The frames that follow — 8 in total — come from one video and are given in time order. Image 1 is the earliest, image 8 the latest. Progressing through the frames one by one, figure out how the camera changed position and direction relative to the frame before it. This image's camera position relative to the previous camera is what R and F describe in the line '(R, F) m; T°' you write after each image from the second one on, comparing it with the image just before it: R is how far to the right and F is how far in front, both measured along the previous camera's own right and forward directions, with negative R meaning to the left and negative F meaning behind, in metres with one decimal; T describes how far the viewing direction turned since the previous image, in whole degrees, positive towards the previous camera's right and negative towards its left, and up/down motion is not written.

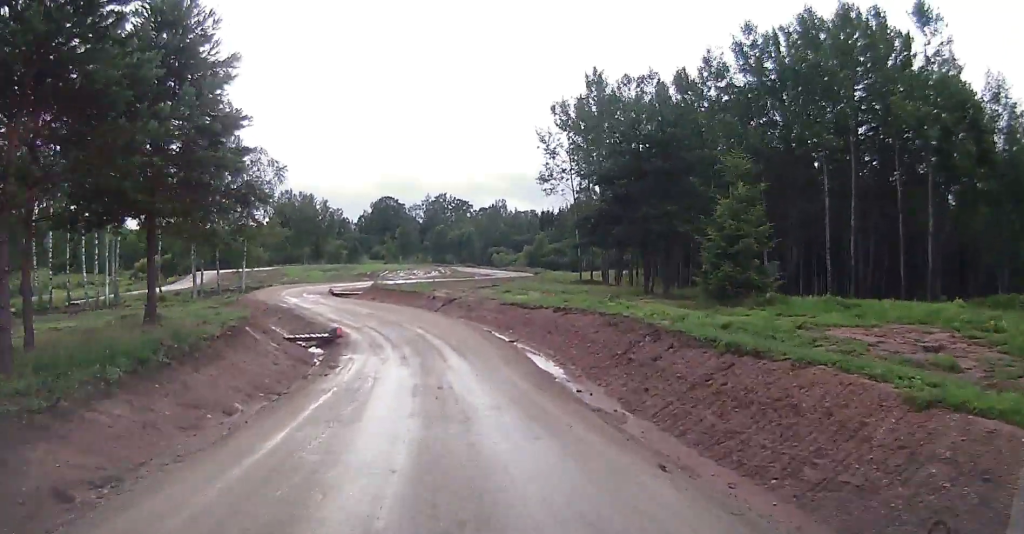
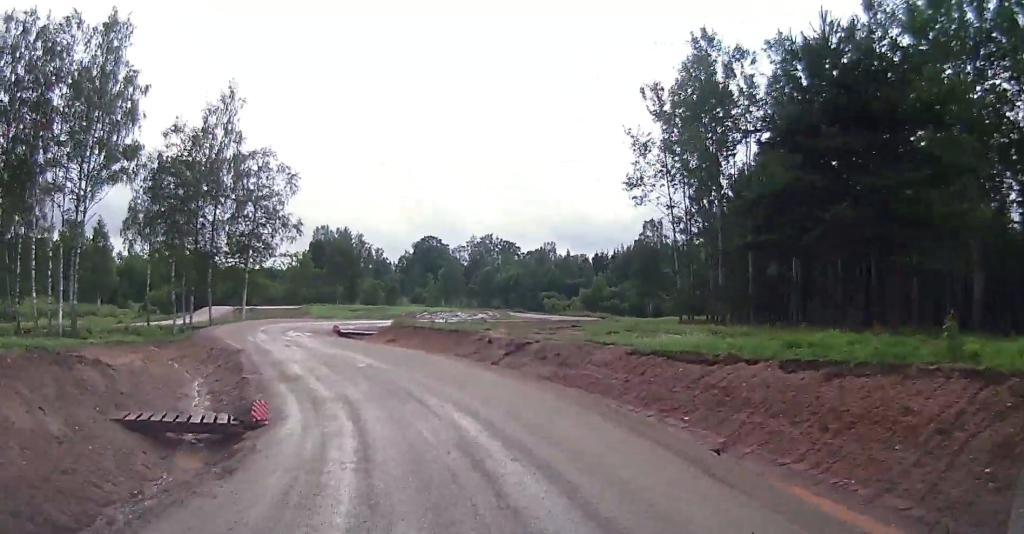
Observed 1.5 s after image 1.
(-0.7, +15.7) m; -4°
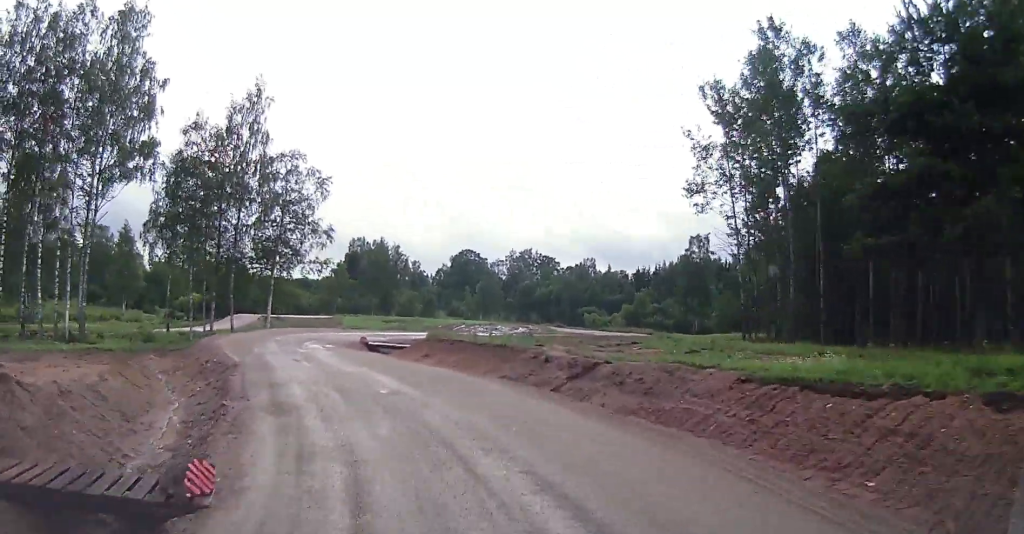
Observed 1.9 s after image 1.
(+0.1, +4.4) m; -1°
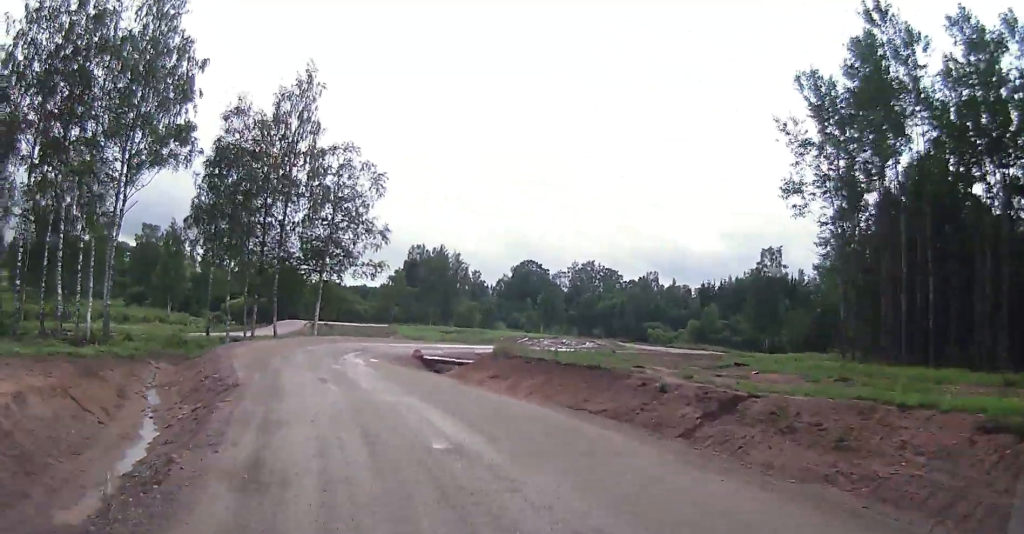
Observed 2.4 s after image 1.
(-0.1, +4.6) m; -3°
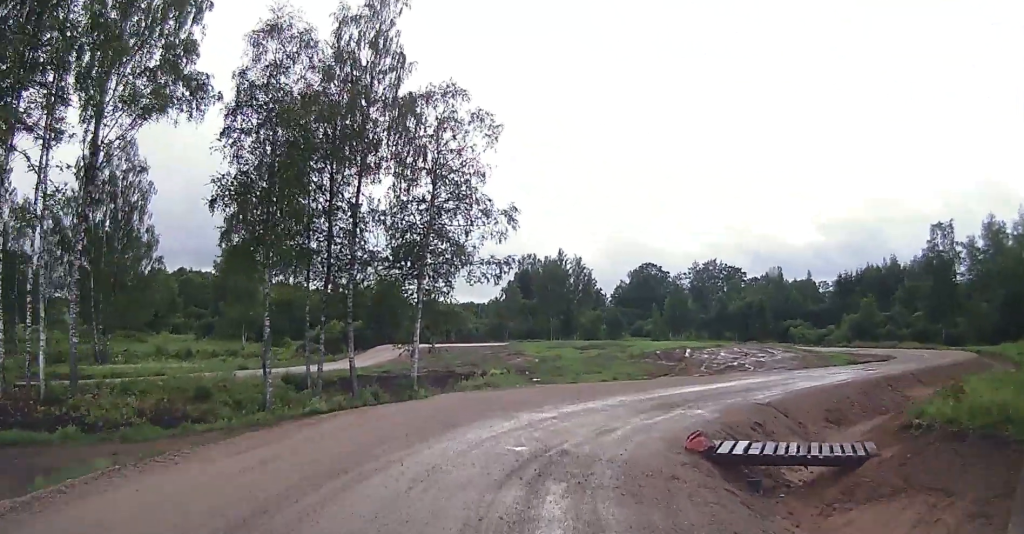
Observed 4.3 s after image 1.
(-2.2, +18.5) m; -5°
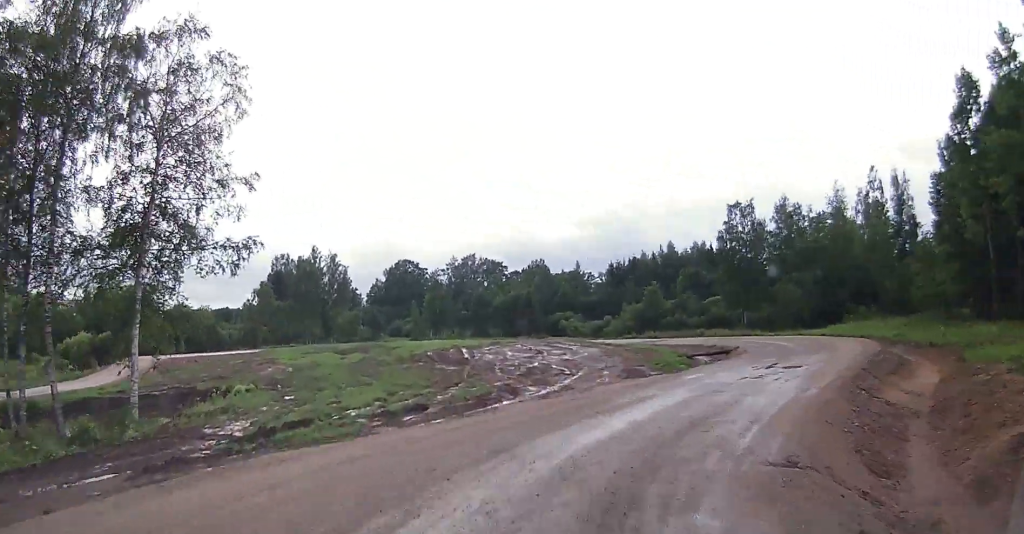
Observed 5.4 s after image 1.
(+1.1, +9.0) m; +18°
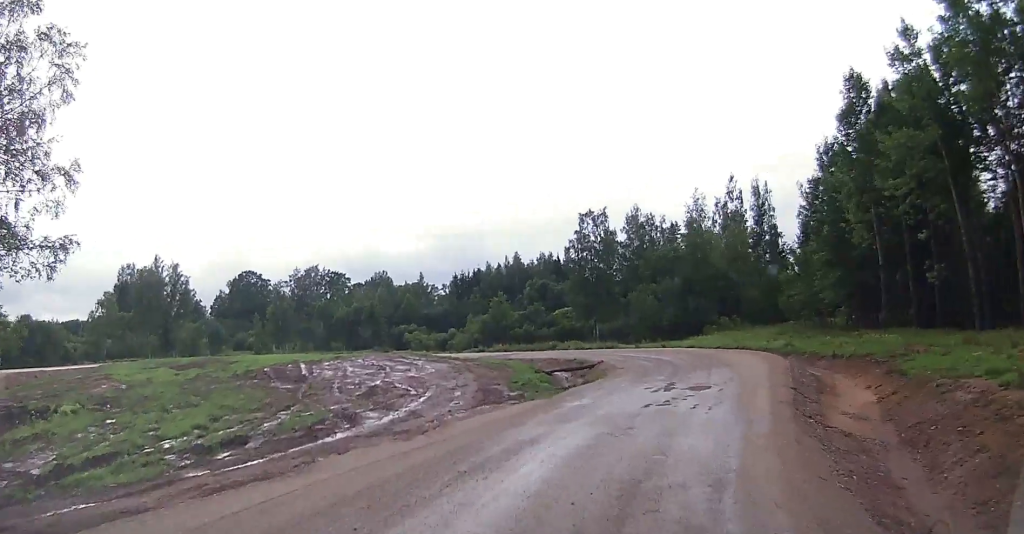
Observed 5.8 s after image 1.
(+0.2, +3.6) m; +11°
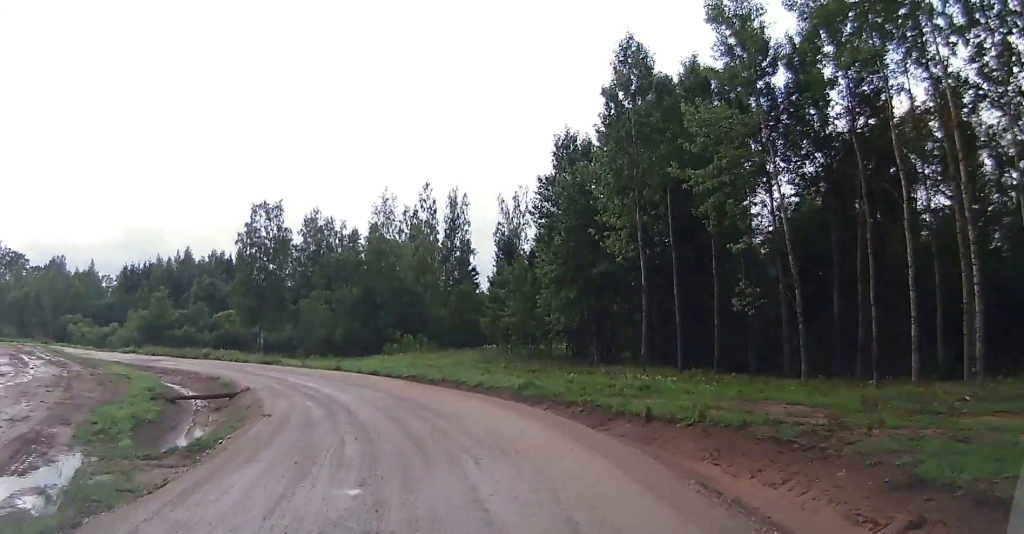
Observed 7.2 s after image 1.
(+2.6, +10.3) m; +21°
